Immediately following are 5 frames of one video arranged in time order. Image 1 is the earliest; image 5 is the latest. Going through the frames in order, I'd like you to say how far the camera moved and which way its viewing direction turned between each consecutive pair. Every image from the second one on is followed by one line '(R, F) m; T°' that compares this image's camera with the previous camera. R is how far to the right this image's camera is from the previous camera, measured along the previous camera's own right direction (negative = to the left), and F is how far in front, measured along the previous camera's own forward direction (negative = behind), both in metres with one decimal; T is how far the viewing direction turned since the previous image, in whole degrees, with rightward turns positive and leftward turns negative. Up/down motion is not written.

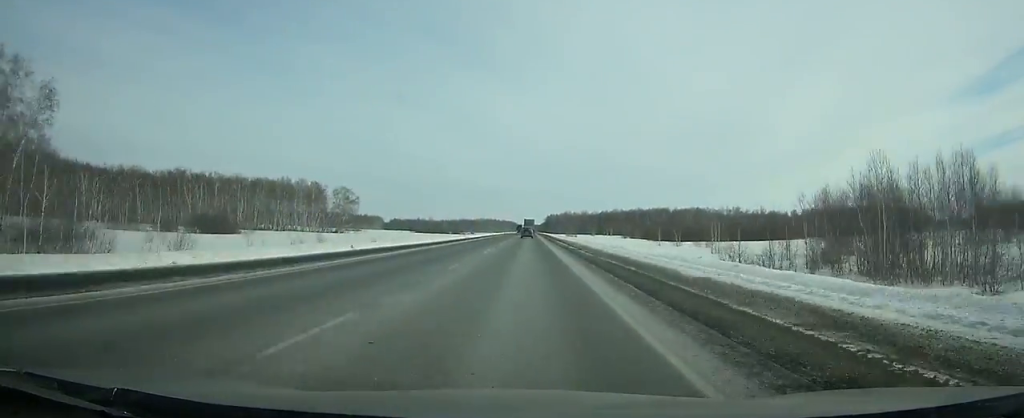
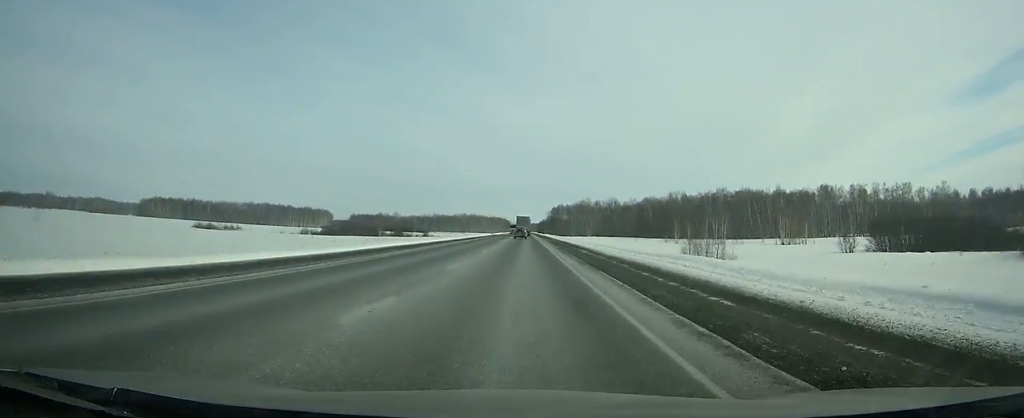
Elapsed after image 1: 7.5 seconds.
(0.0, +202.9) m; 0°
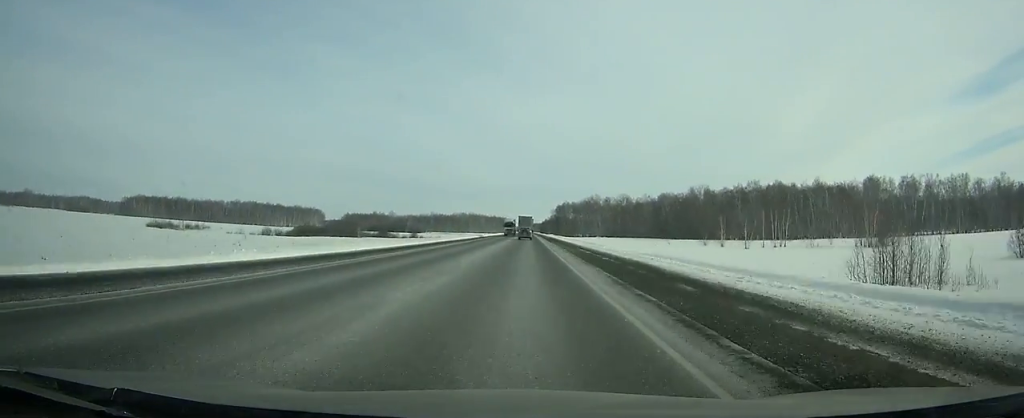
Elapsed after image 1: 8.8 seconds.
(+0.1, +34.1) m; 0°
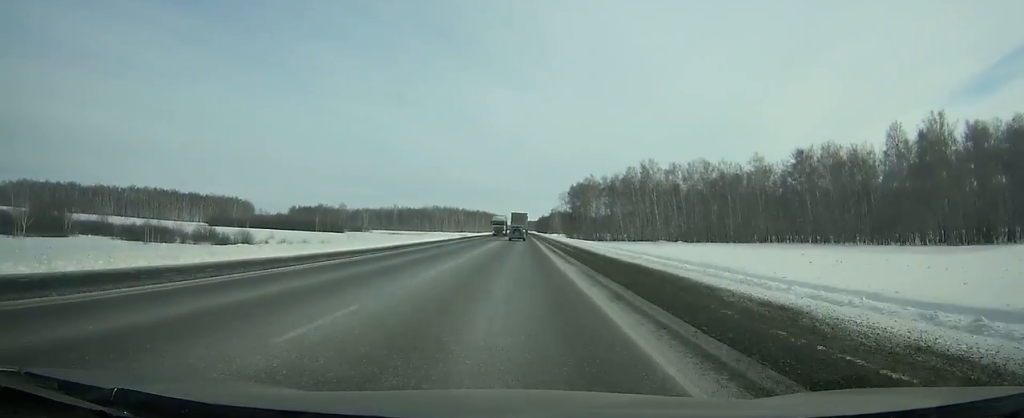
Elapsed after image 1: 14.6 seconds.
(-0.3, +149.7) m; 0°
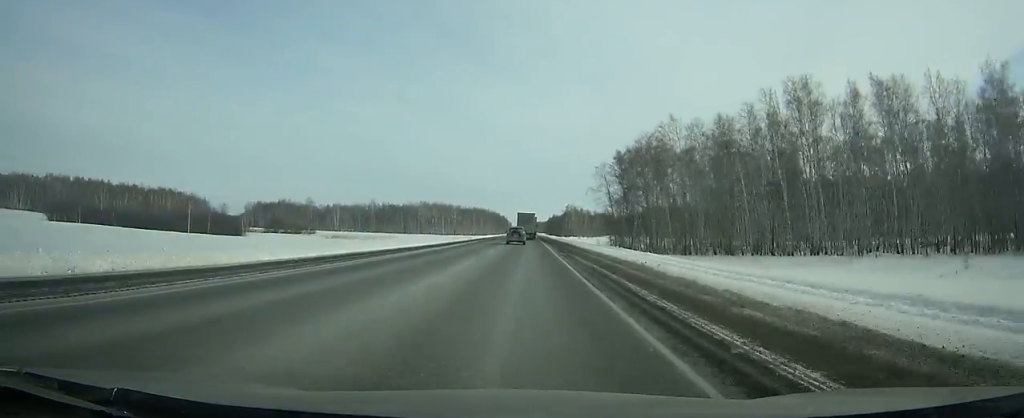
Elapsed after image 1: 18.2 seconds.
(+0.4, +91.0) m; 0°
